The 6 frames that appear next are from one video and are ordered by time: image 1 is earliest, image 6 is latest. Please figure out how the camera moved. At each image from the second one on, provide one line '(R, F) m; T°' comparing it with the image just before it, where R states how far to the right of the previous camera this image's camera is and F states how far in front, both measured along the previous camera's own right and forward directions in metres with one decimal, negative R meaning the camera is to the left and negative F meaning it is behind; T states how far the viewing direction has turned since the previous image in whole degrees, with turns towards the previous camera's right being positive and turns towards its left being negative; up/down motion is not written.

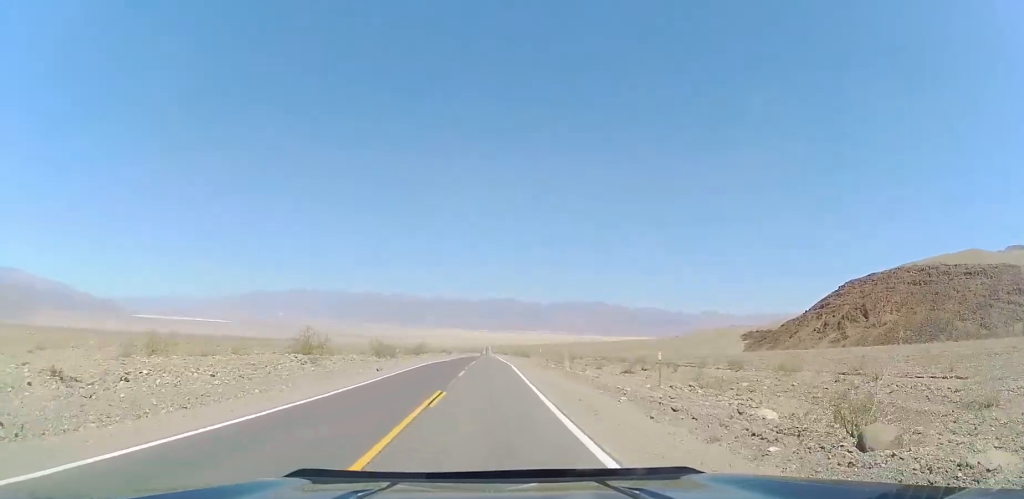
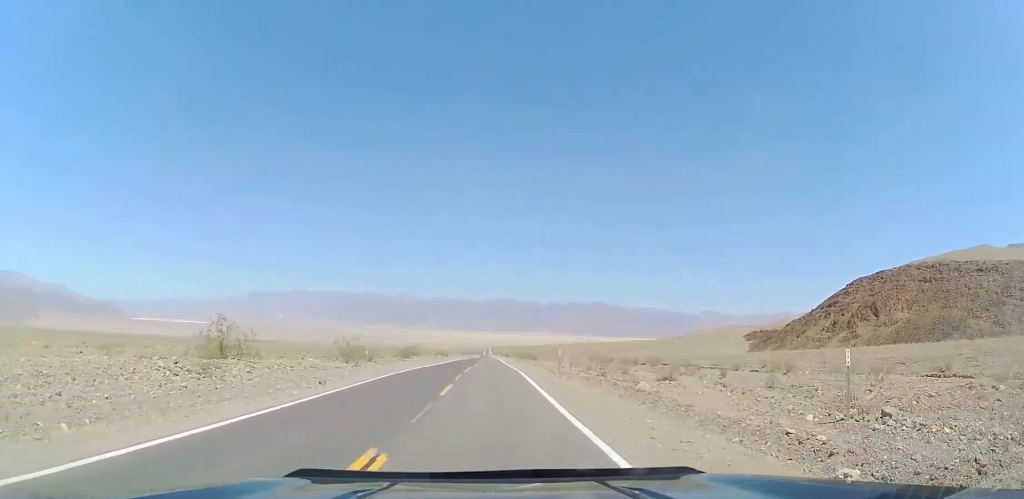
(+0.1, +11.8) m; 0°
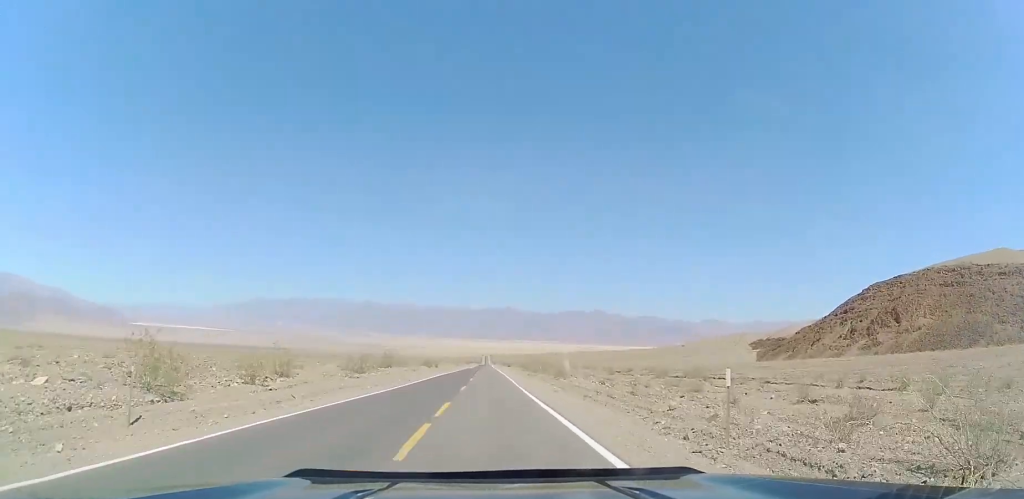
(-0.2, +23.7) m; 0°
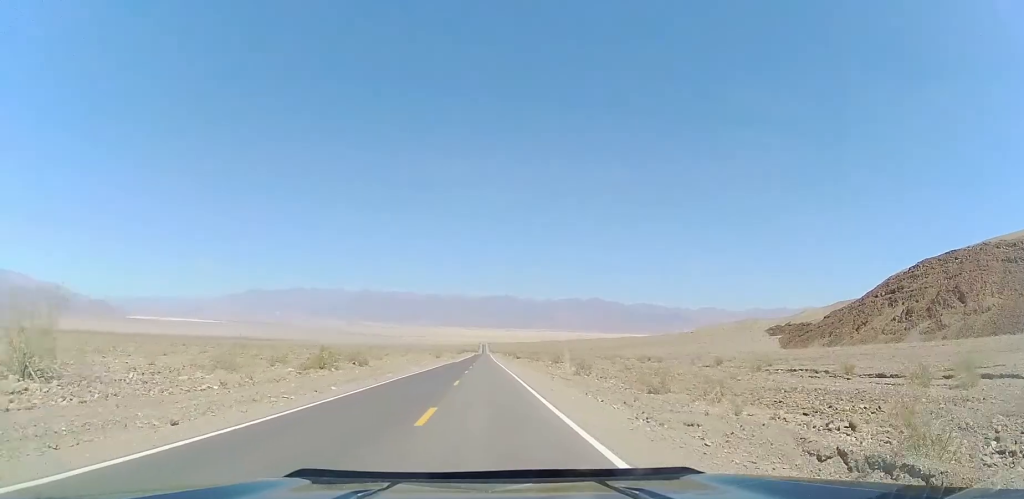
(+1.2, +62.9) m; +1°
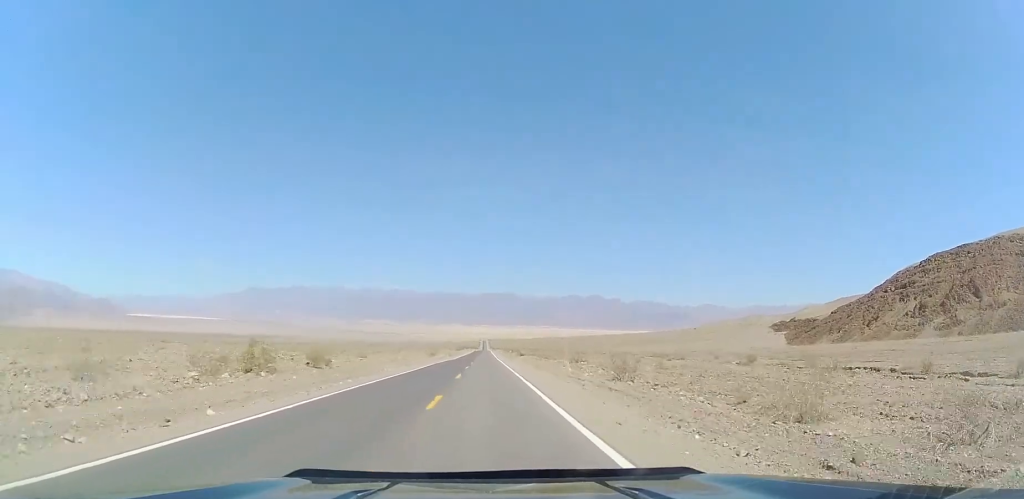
(+0.1, +12.2) m; -1°
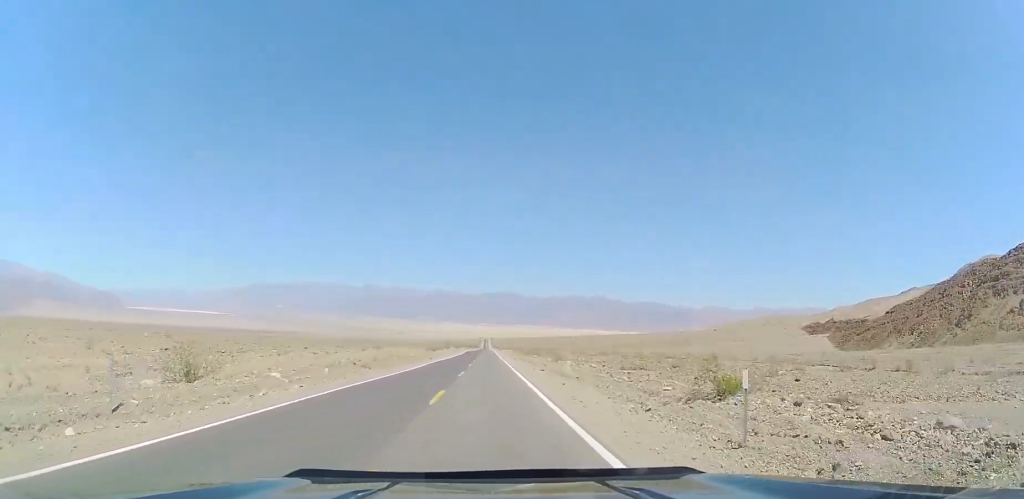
(-0.5, +85.8) m; -1°
